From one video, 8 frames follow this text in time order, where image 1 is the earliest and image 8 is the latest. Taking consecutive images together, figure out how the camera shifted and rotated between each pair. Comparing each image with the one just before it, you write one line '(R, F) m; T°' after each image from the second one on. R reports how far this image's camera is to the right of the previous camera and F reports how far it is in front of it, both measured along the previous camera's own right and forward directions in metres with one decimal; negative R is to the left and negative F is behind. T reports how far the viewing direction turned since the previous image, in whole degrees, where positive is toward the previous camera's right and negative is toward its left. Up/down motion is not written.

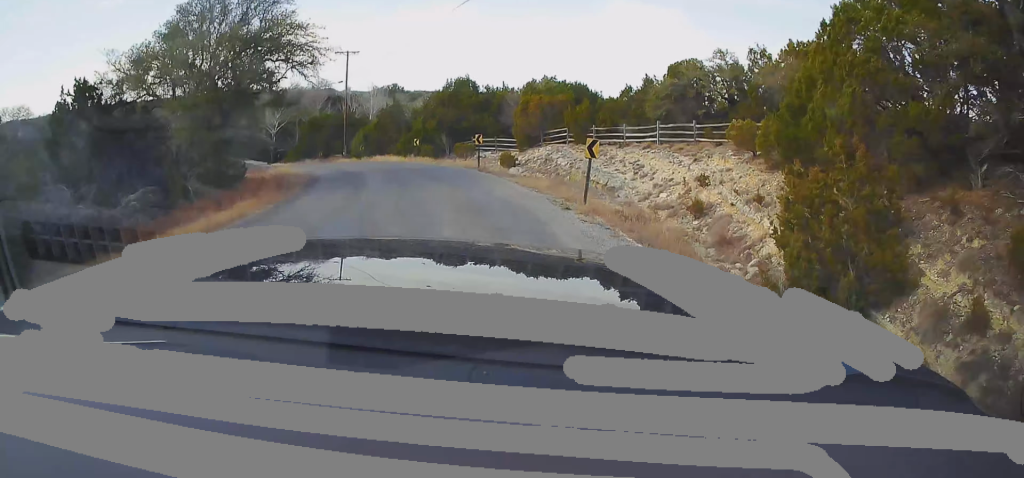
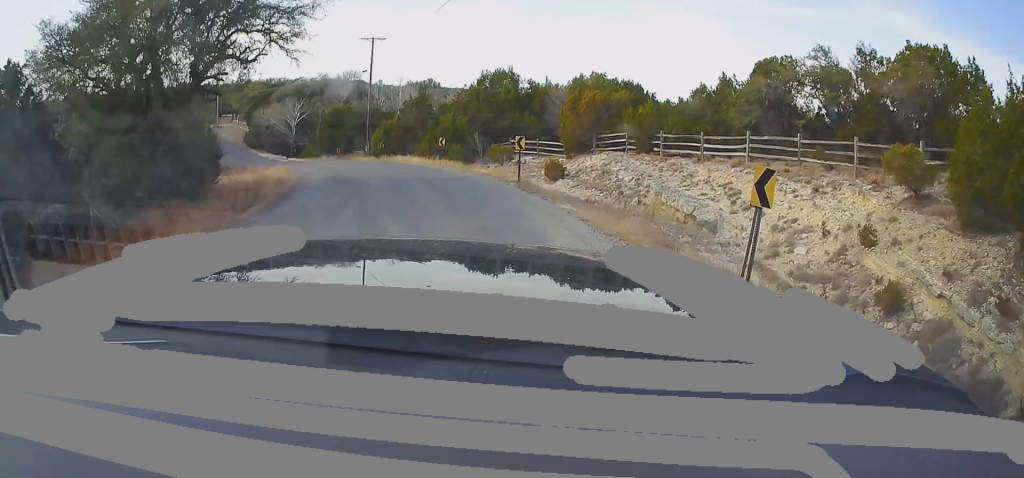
(-0.1, +6.7) m; -3°
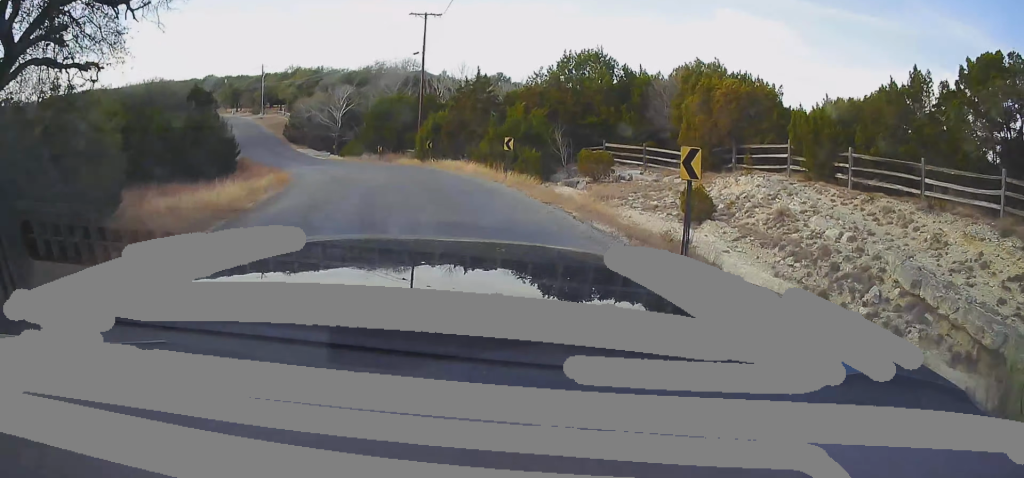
(-0.7, +11.4) m; -7°
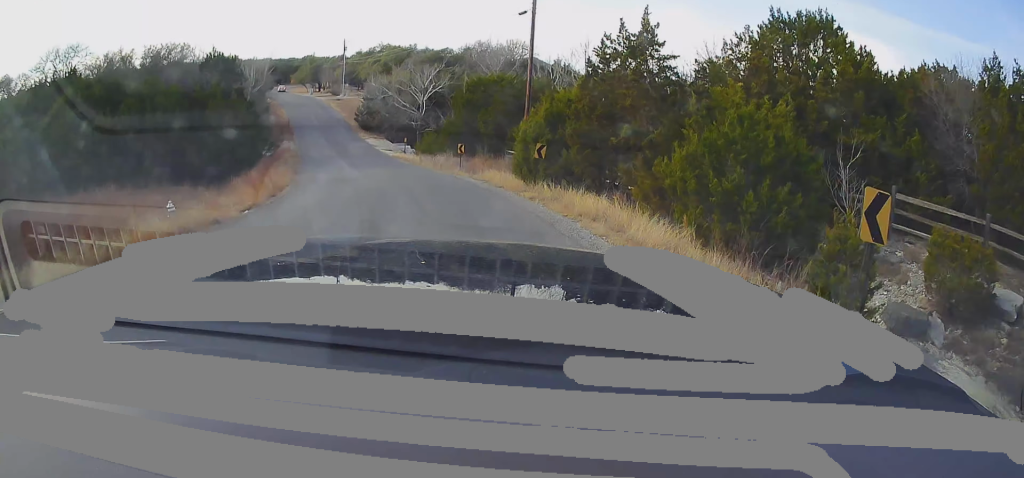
(-1.5, +15.7) m; -16°
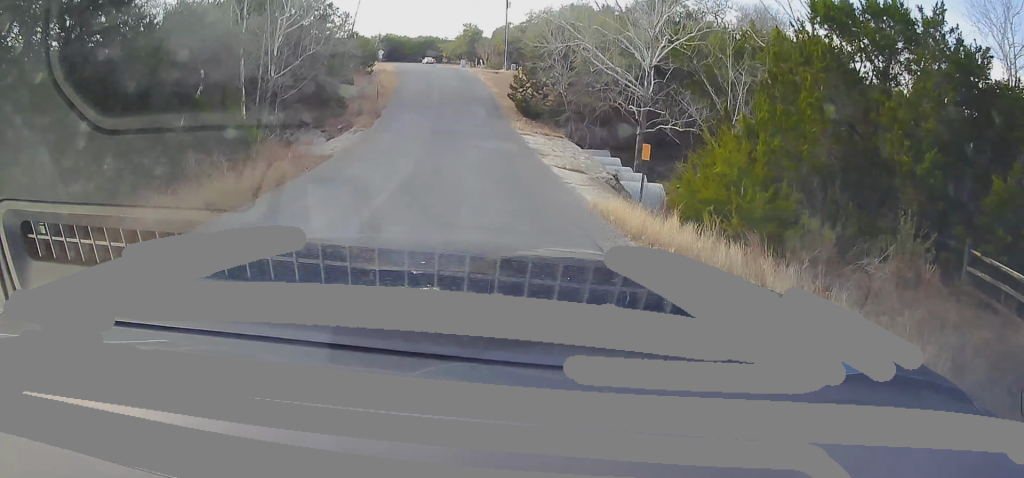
(-6.6, +28.6) m; -16°
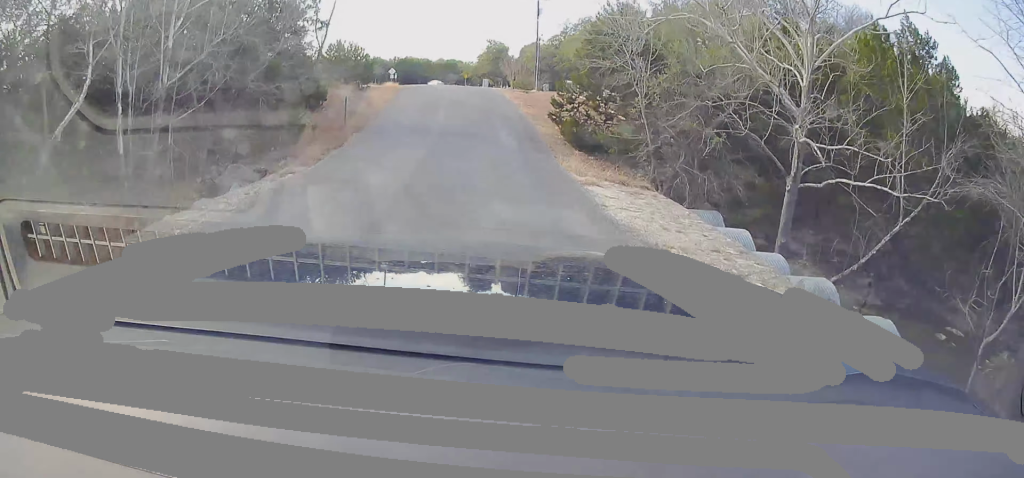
(0.0, +11.5) m; 0°
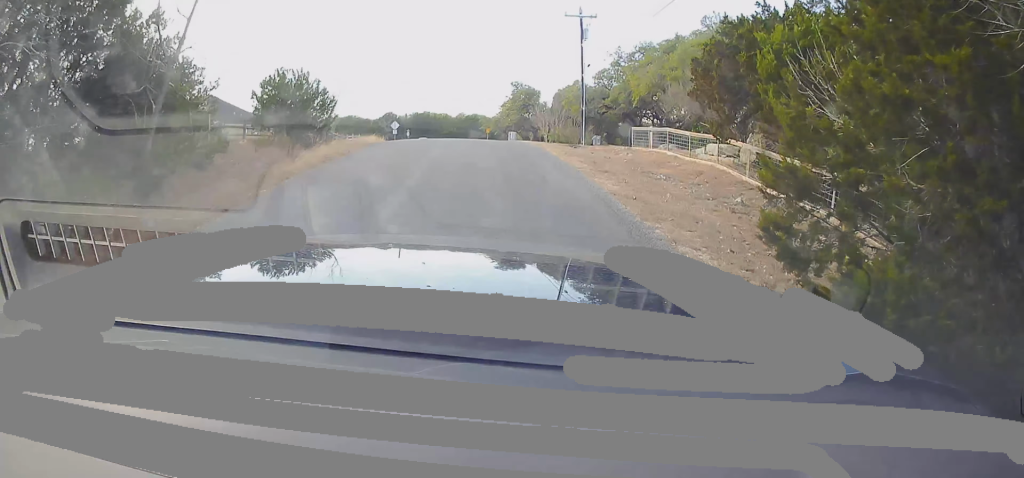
(0.0, +15.2) m; 0°
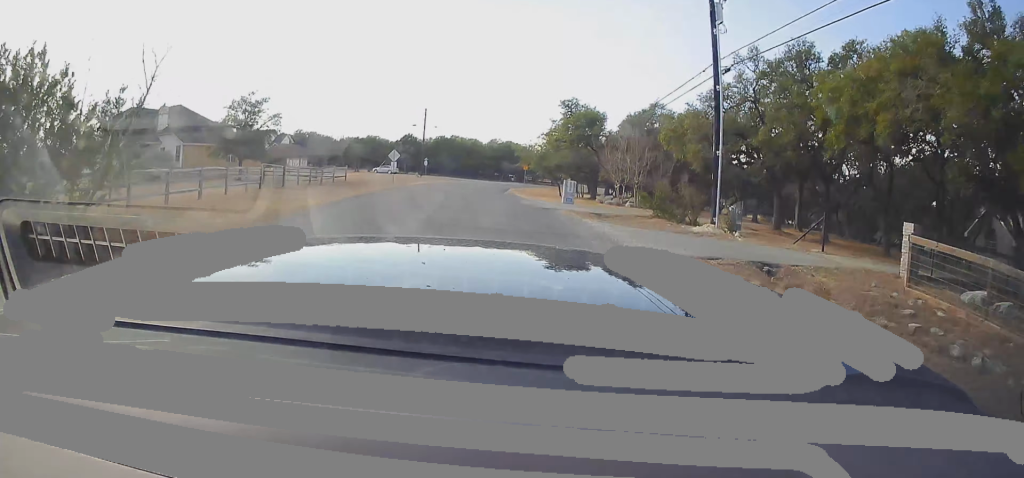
(0.0, +18.6) m; 0°
